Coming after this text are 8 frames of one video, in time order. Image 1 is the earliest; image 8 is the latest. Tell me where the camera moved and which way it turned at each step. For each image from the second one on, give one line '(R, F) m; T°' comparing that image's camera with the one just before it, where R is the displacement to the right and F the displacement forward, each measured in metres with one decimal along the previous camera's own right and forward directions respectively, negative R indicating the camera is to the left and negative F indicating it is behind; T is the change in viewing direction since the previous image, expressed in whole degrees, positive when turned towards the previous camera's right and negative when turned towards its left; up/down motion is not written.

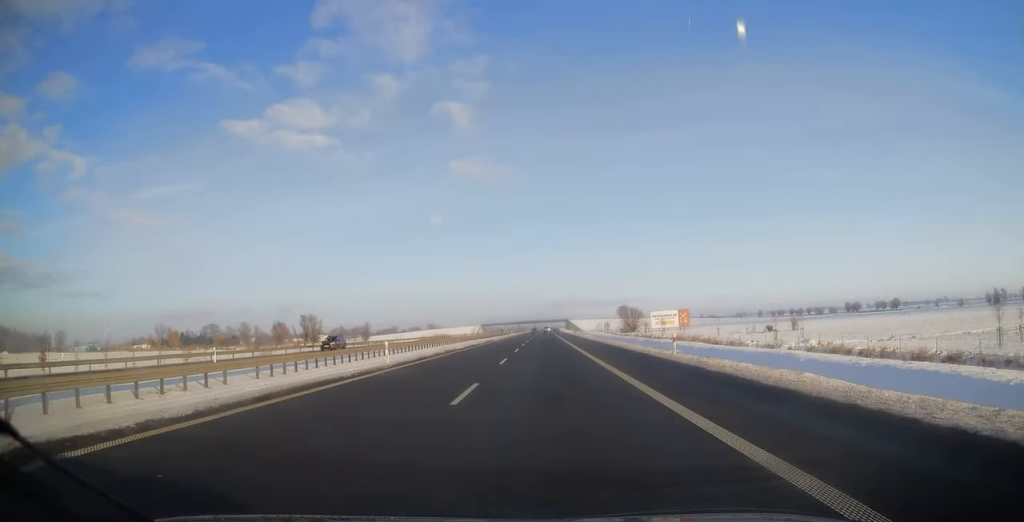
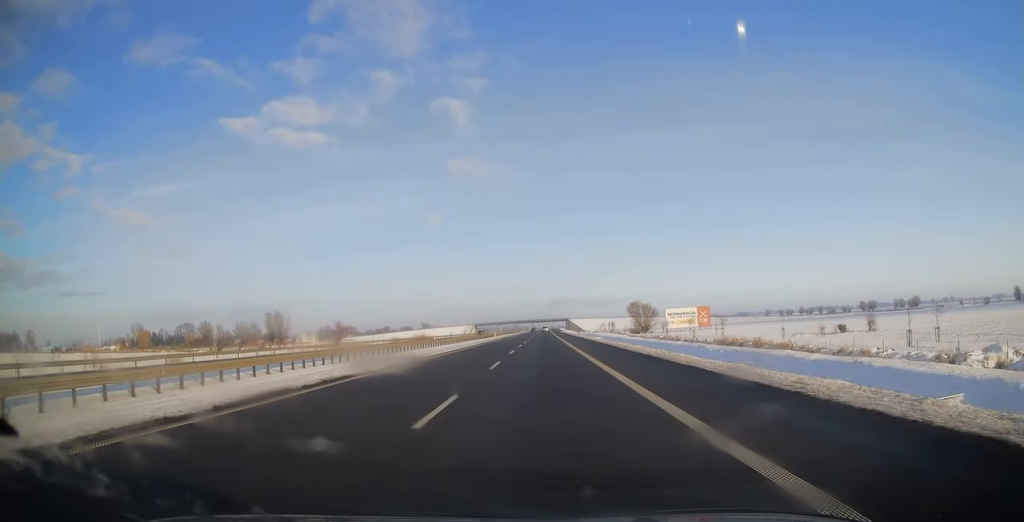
(+0.7, +38.5) m; +1°
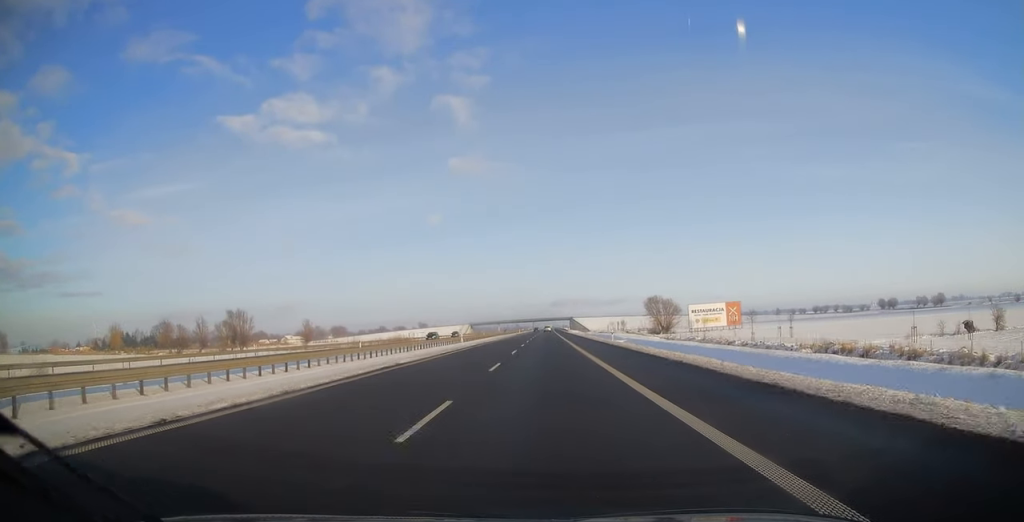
(0.0, +36.9) m; 0°
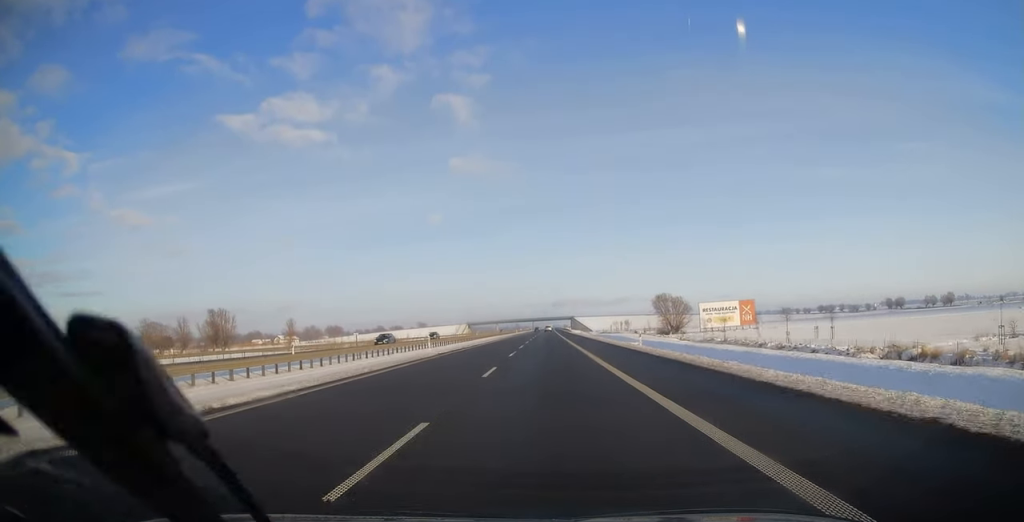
(-0.1, +14.4) m; 0°
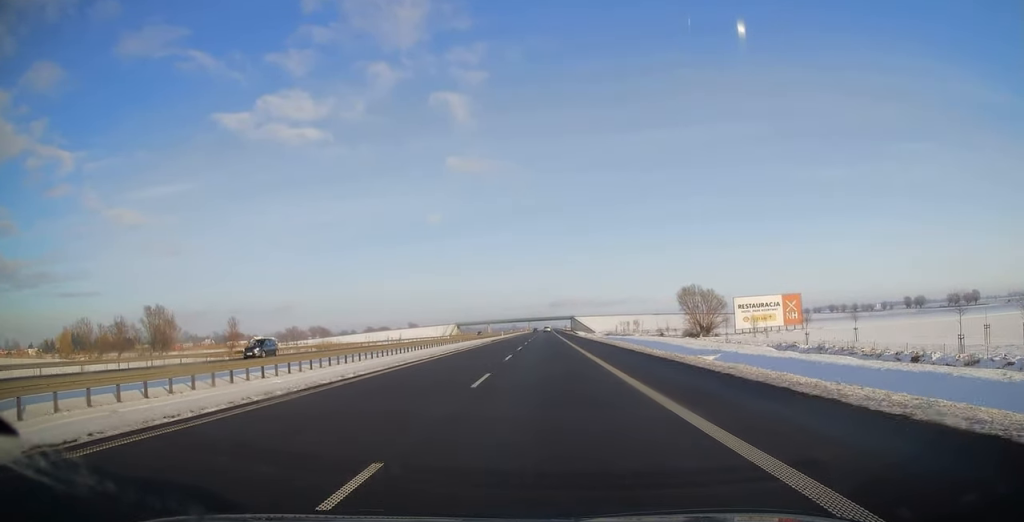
(0.0, +38.5) m; 0°
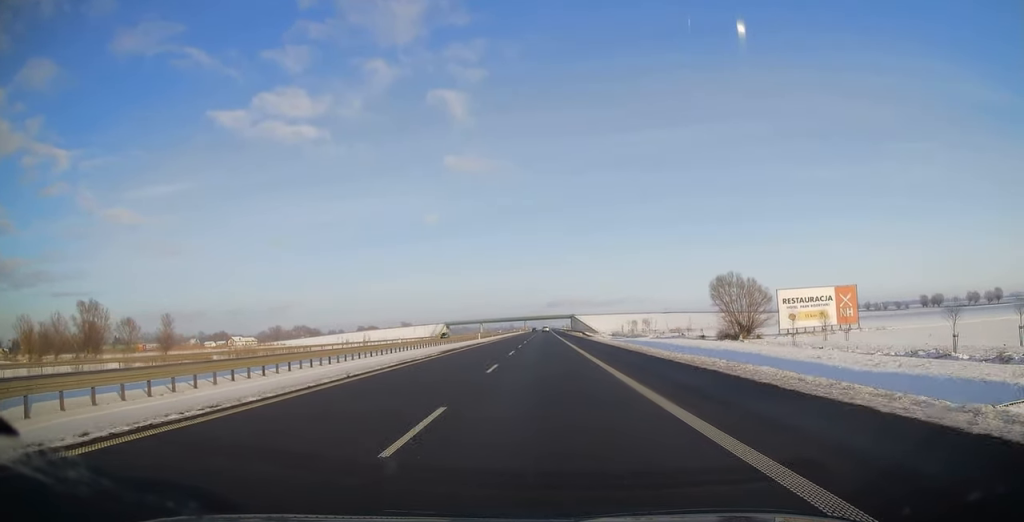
(0.0, +31.6) m; 0°
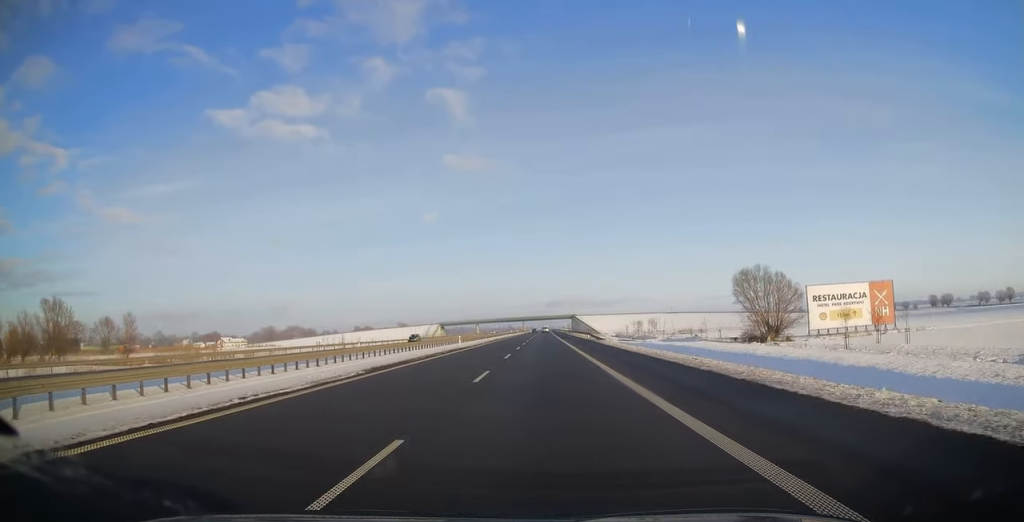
(0.0, +14.9) m; 0°
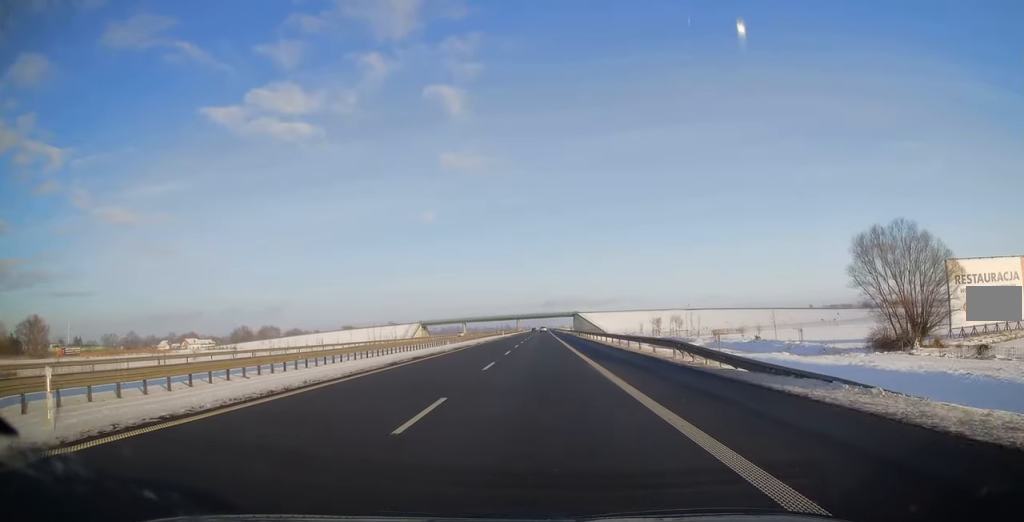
(0.0, +43.3) m; +1°
